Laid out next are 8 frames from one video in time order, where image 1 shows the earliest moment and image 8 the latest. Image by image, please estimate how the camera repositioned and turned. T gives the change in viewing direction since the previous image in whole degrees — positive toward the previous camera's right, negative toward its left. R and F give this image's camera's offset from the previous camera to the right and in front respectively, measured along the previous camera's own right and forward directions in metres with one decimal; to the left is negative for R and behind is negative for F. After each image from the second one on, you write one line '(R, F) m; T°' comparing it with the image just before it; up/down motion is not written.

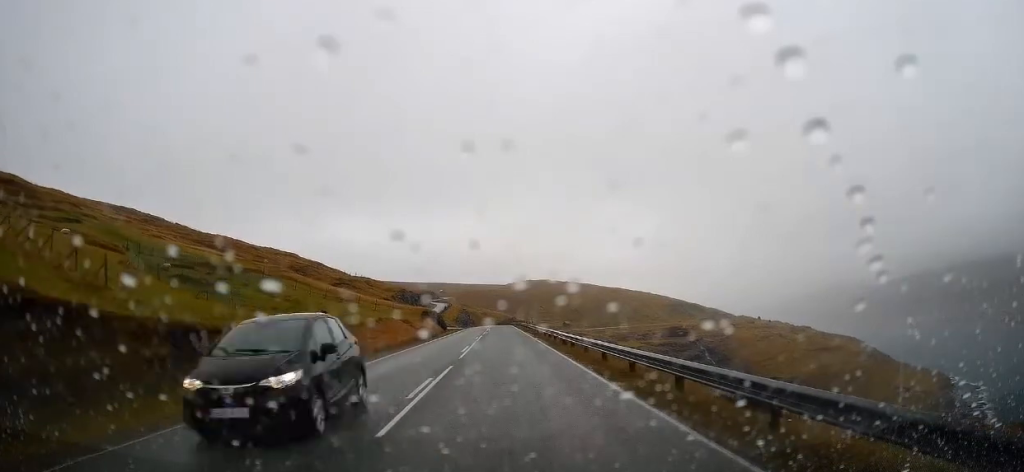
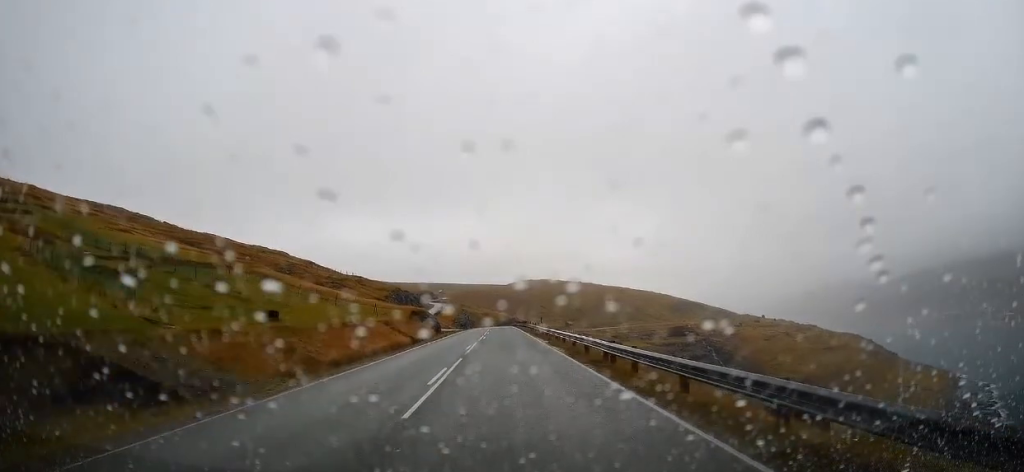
(0.0, +11.9) m; 0°
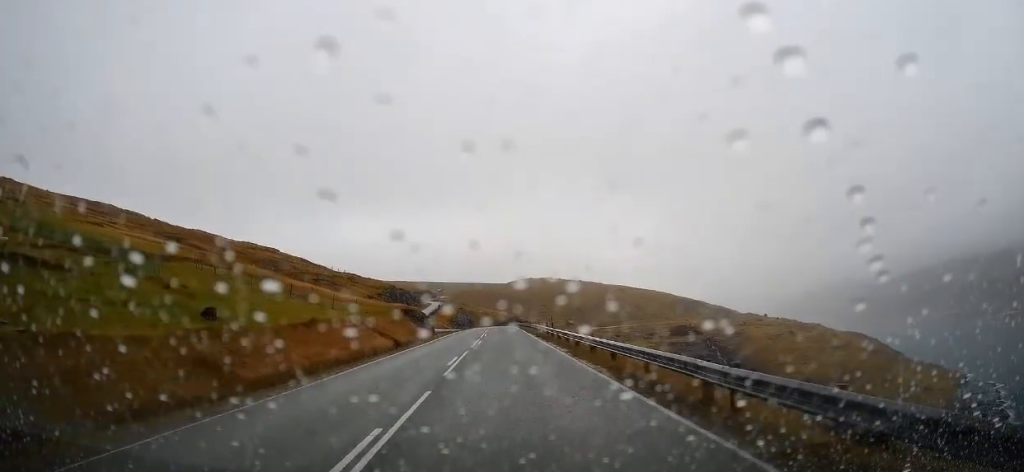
(+0.1, +9.2) m; 0°
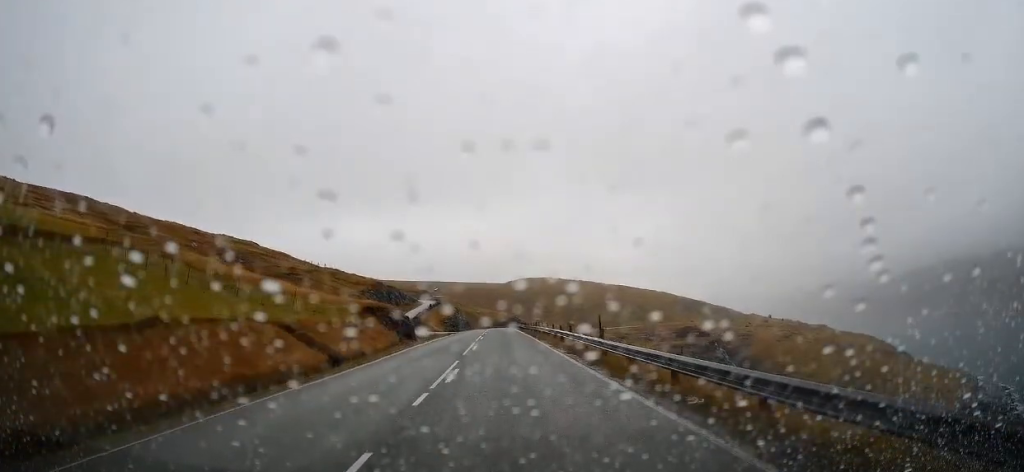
(-0.3, +18.2) m; -1°
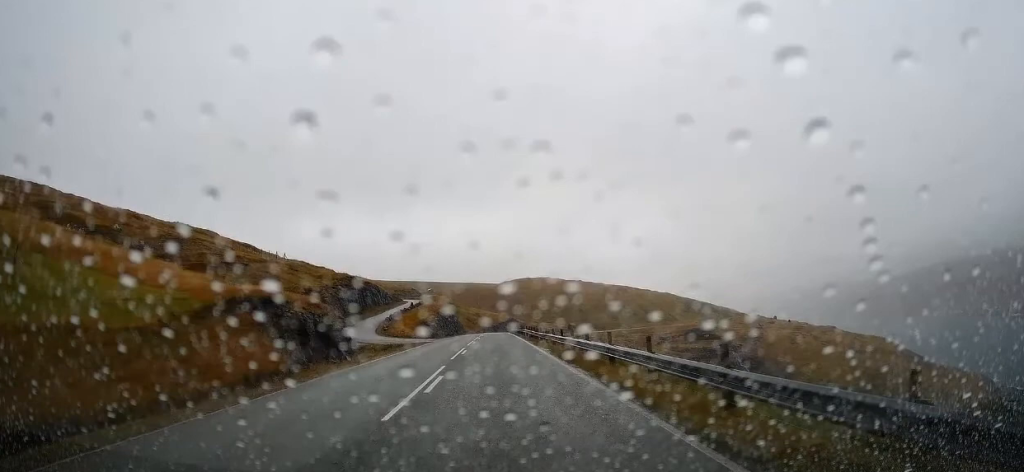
(+0.5, +27.9) m; +1°
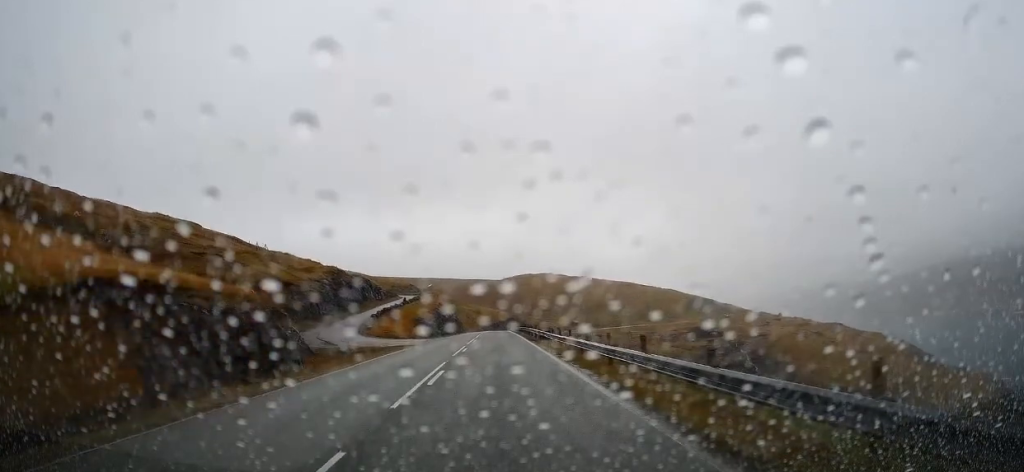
(0.0, +11.9) m; 0°
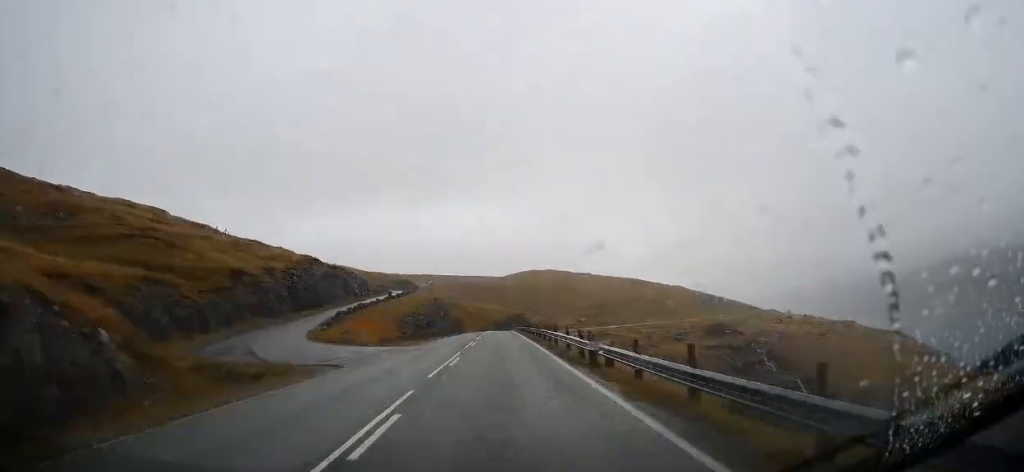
(0.0, +19.1) m; 0°
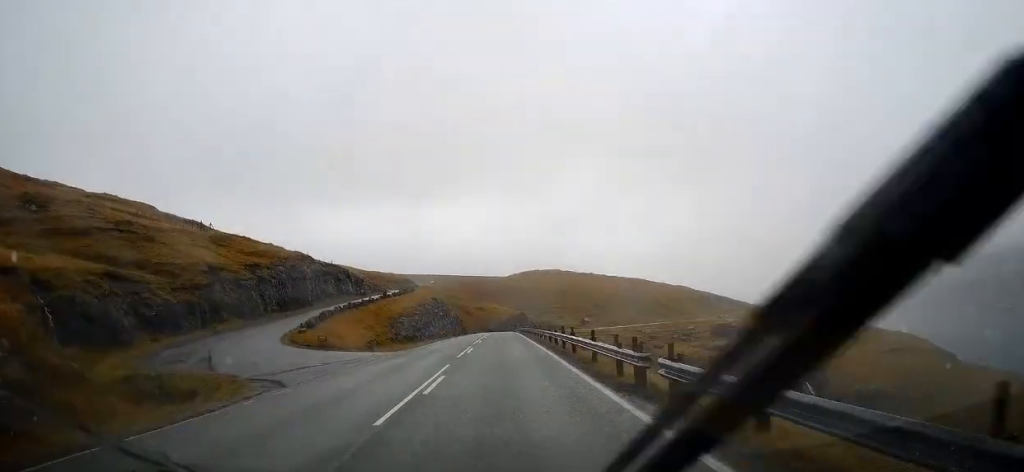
(0.0, +6.4) m; -1°
